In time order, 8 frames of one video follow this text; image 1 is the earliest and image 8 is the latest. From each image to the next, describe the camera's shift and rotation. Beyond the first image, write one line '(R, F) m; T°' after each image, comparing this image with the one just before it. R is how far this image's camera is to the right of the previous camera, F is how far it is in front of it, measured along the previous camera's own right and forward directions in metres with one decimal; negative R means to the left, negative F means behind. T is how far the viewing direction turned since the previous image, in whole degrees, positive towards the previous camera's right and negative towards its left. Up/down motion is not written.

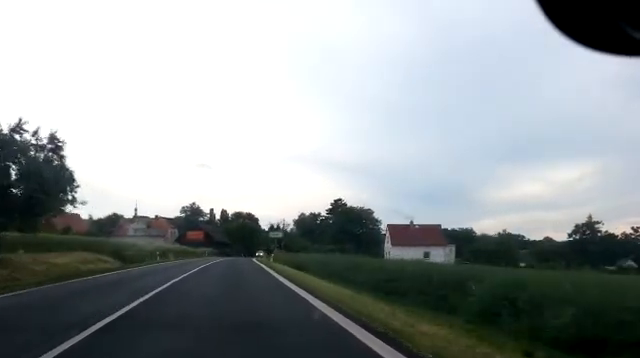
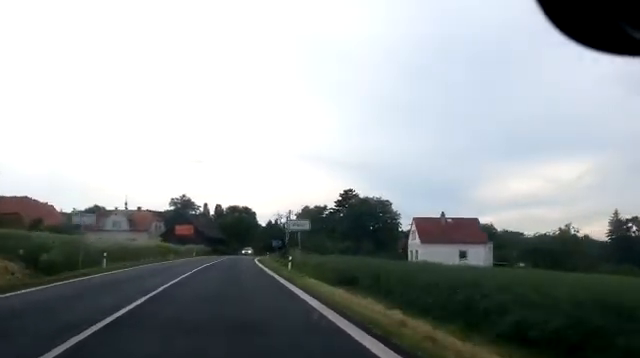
(+0.2, +15.3) m; +1°
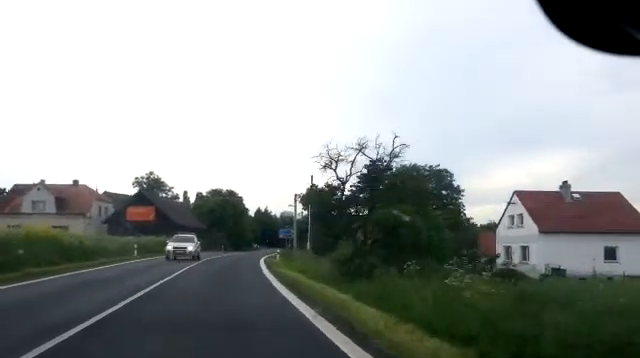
(+0.3, +30.9) m; +2°
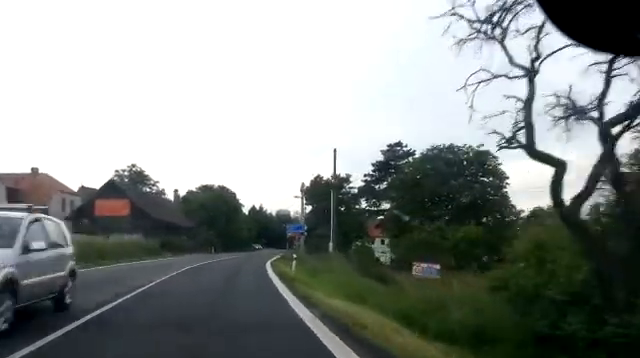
(0.0, +11.8) m; +2°
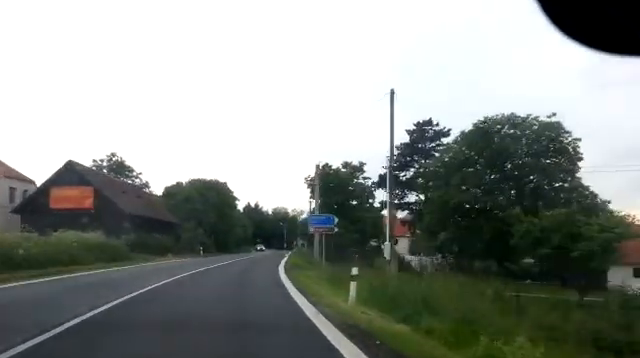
(+0.3, +11.6) m; +2°
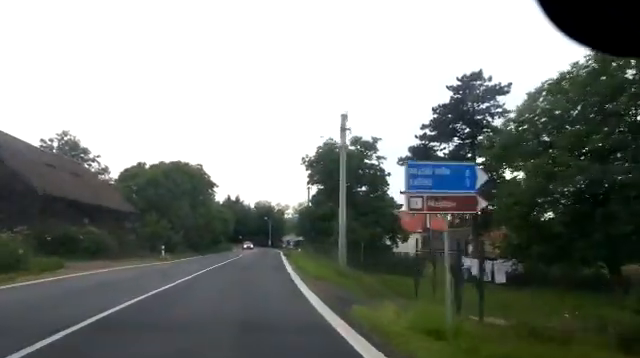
(+0.3, +14.3) m; +2°
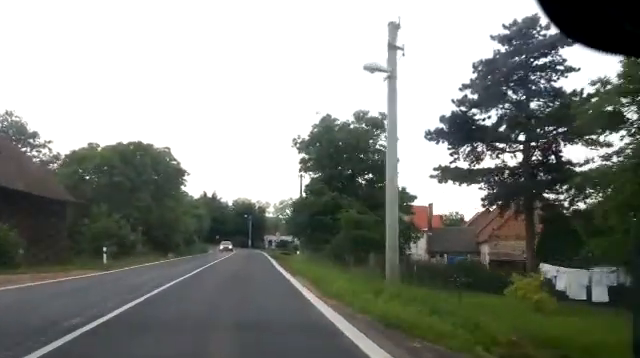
(-0.1, +9.9) m; +1°
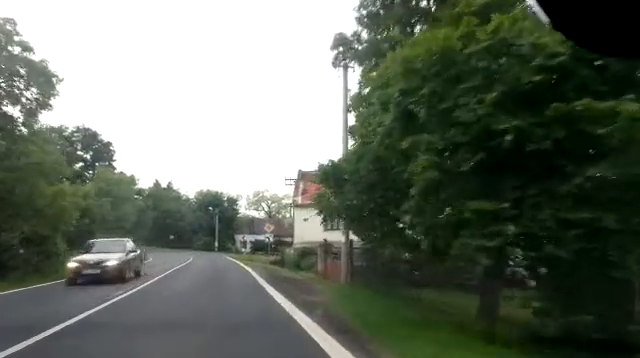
(+0.8, +28.1) m; +2°
